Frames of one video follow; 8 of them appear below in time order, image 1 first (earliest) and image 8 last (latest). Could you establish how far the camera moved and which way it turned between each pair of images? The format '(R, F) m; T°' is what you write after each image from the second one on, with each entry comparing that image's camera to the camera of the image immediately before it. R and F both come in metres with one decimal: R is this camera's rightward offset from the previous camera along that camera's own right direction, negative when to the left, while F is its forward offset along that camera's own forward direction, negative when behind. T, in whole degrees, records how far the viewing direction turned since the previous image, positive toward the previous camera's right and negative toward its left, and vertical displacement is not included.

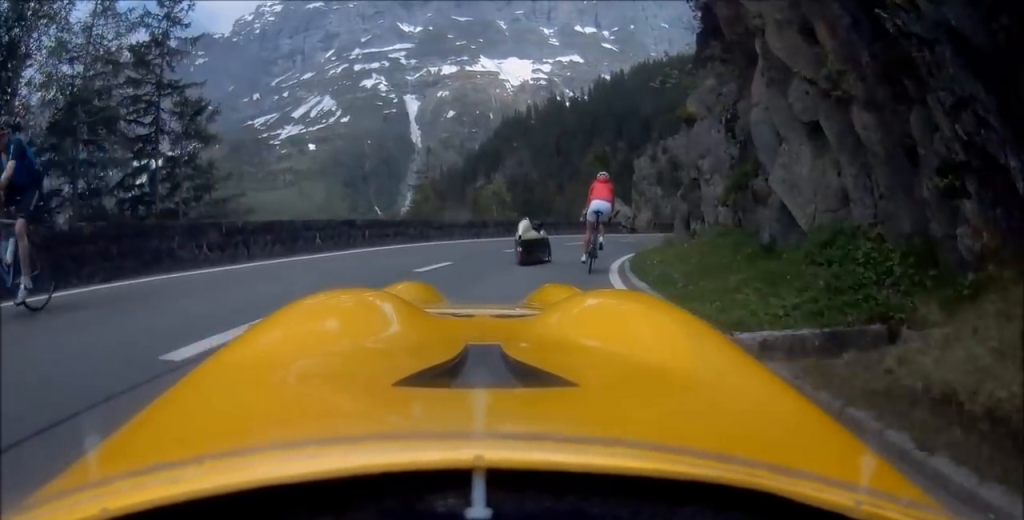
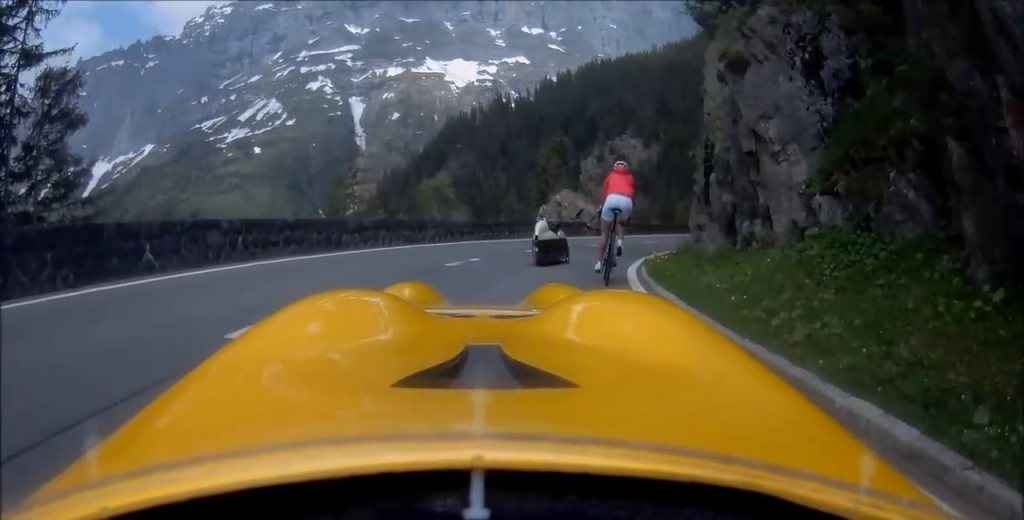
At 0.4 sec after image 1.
(+0.2, +5.6) m; +3°
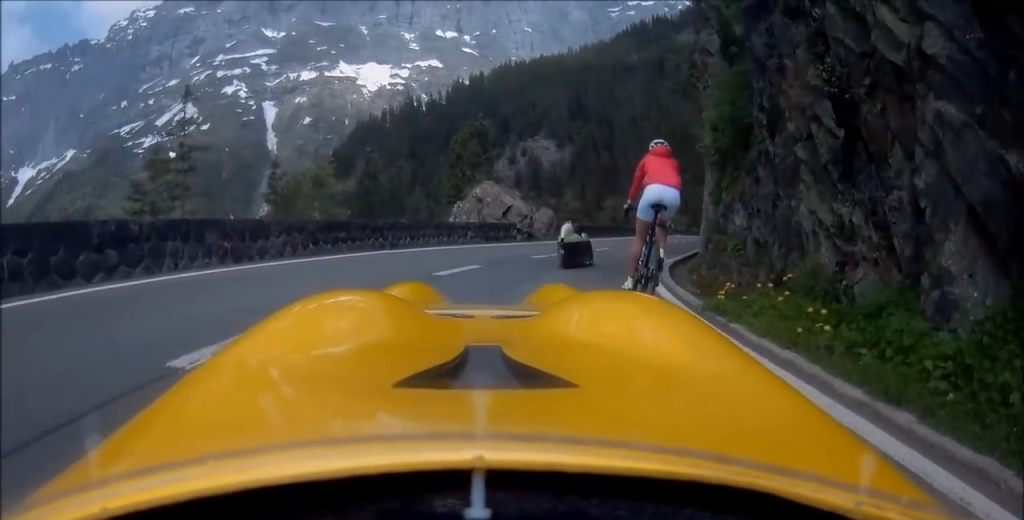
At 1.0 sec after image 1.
(+0.3, +7.7) m; +4°
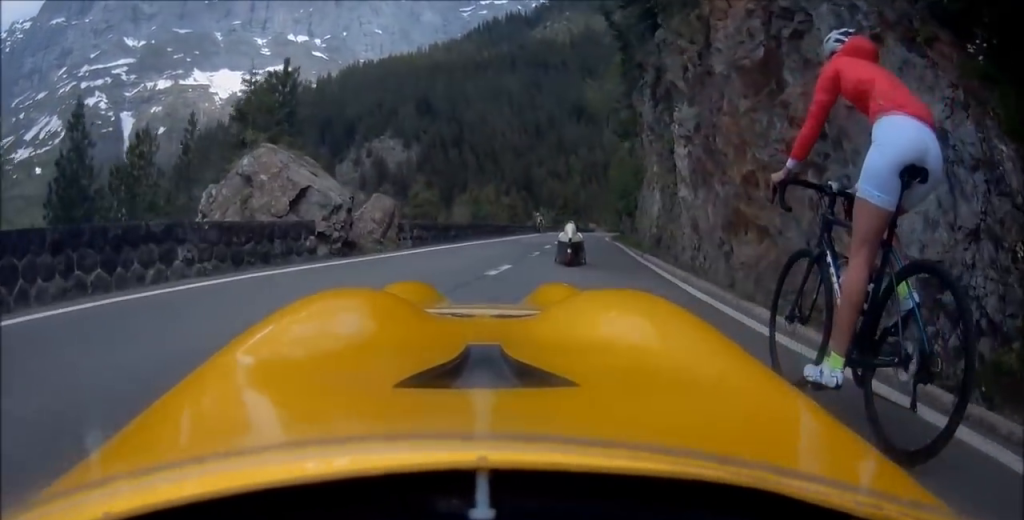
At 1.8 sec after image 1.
(+0.7, +12.3) m; +5°
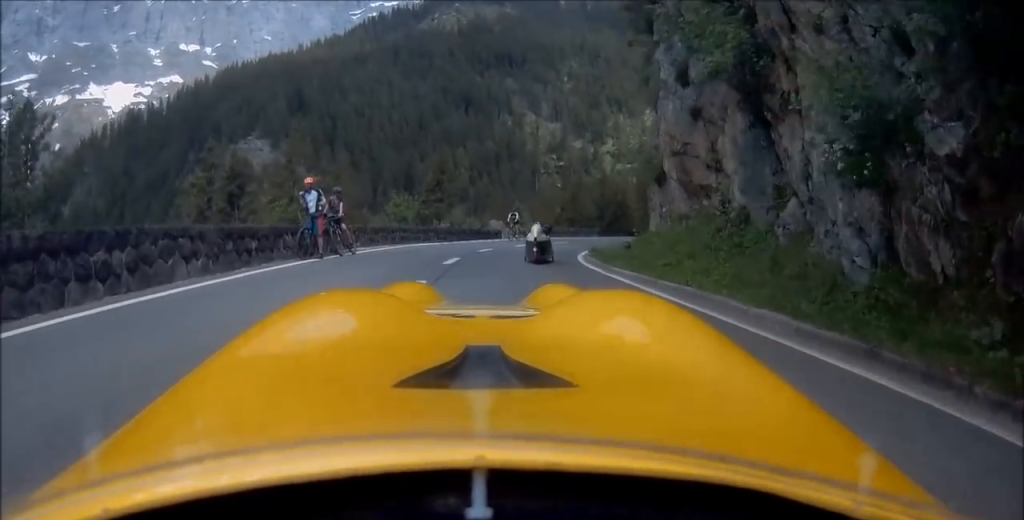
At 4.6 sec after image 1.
(+0.5, +51.4) m; +26°
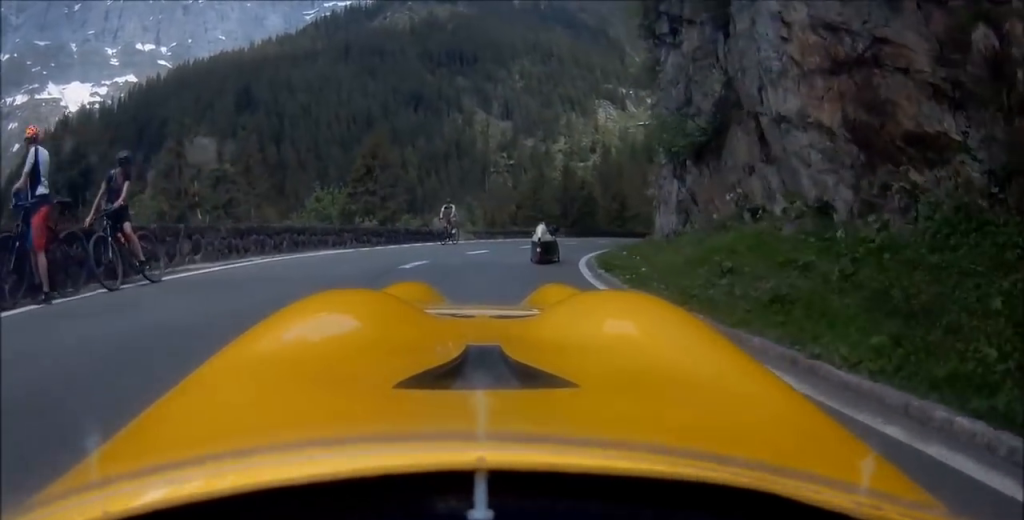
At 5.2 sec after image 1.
(-1.1, +11.5) m; +25°
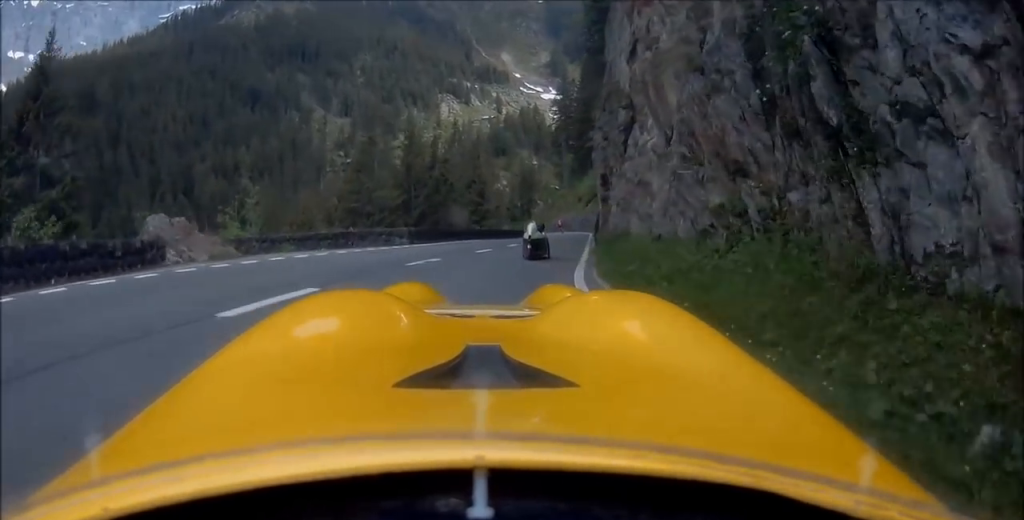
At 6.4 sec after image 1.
(+12.1, +18.3) m; +25°
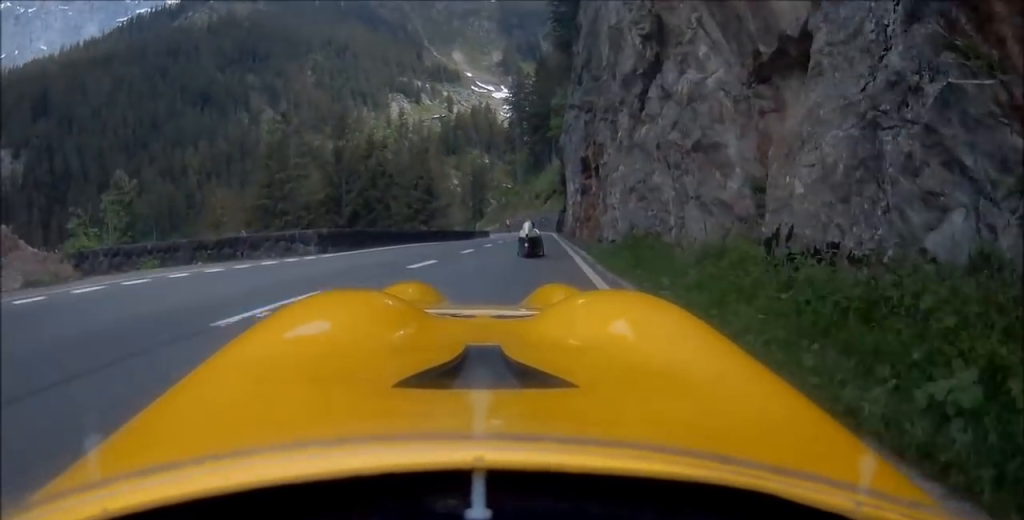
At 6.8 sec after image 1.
(-1.1, +7.6) m; -4°
